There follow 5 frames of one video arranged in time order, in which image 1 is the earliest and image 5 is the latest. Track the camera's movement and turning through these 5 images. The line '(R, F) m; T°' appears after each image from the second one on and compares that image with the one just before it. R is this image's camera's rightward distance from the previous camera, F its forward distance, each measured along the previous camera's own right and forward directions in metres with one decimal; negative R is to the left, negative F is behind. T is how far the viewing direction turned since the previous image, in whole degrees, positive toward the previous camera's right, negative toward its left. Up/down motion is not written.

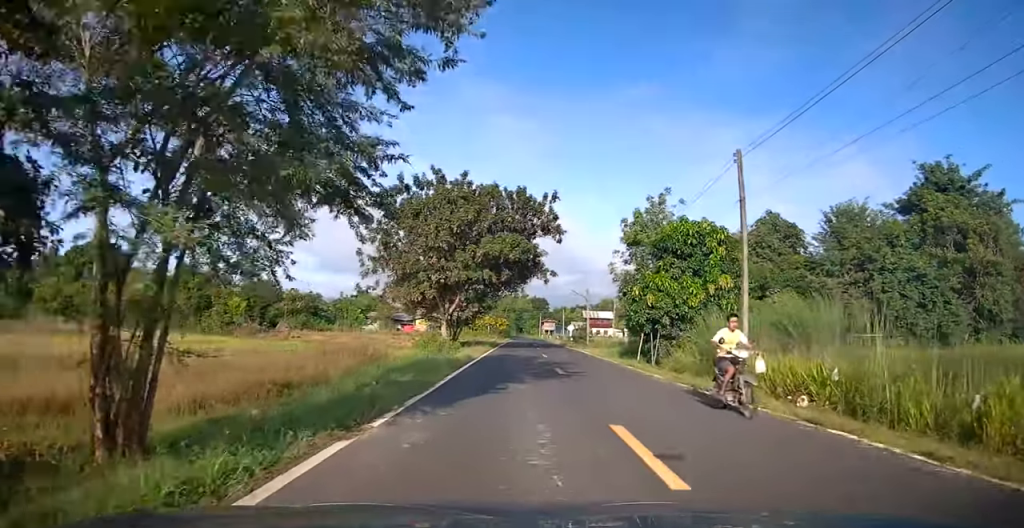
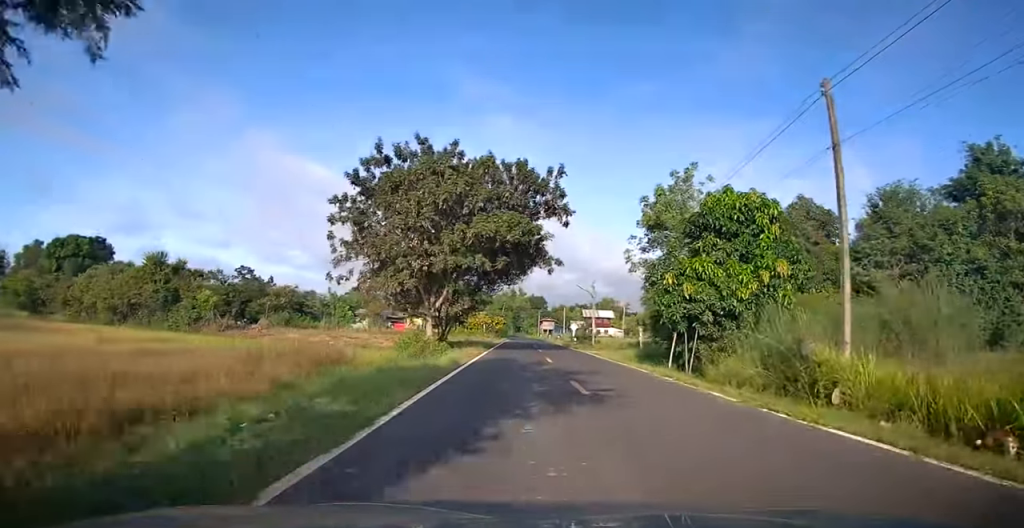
(-0.1, +5.5) m; 0°
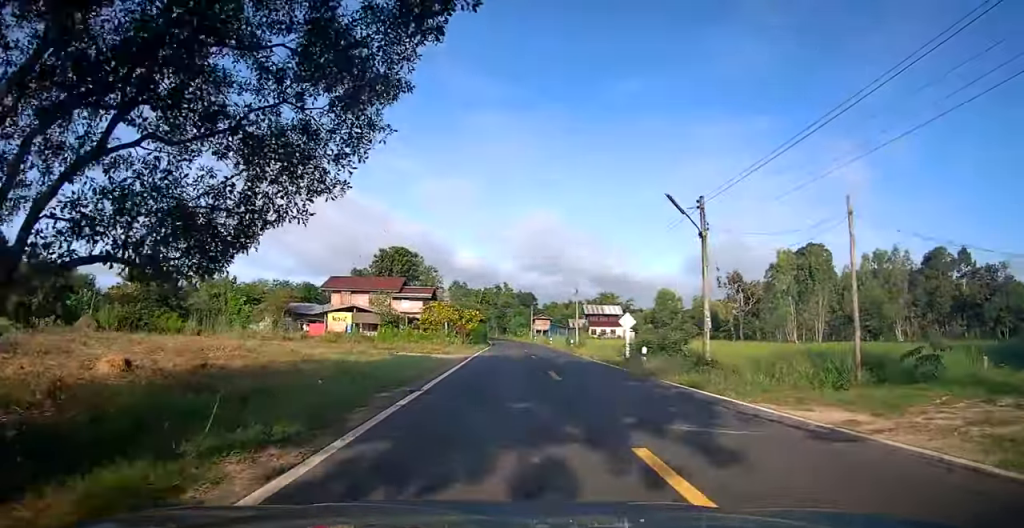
(+0.3, +32.1) m; +1°
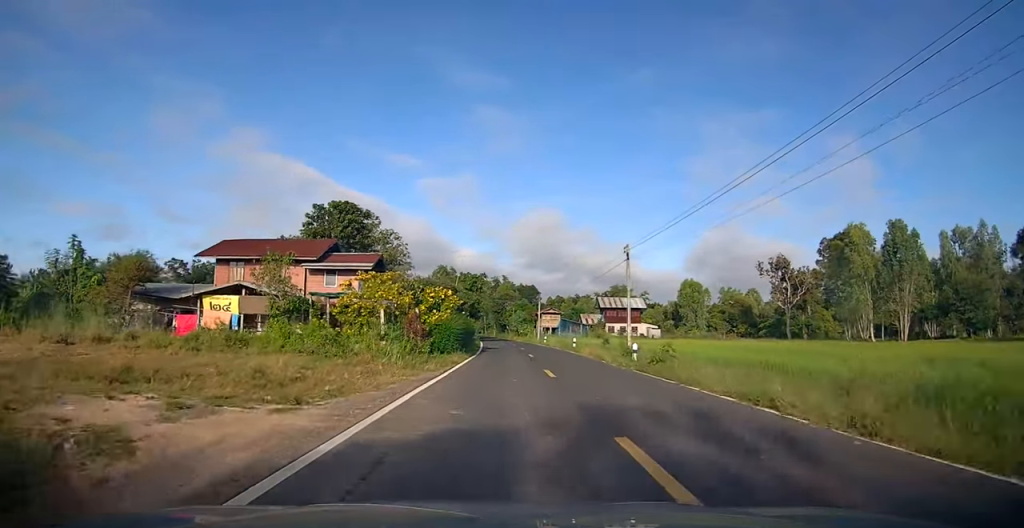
(+0.1, +23.8) m; 0°
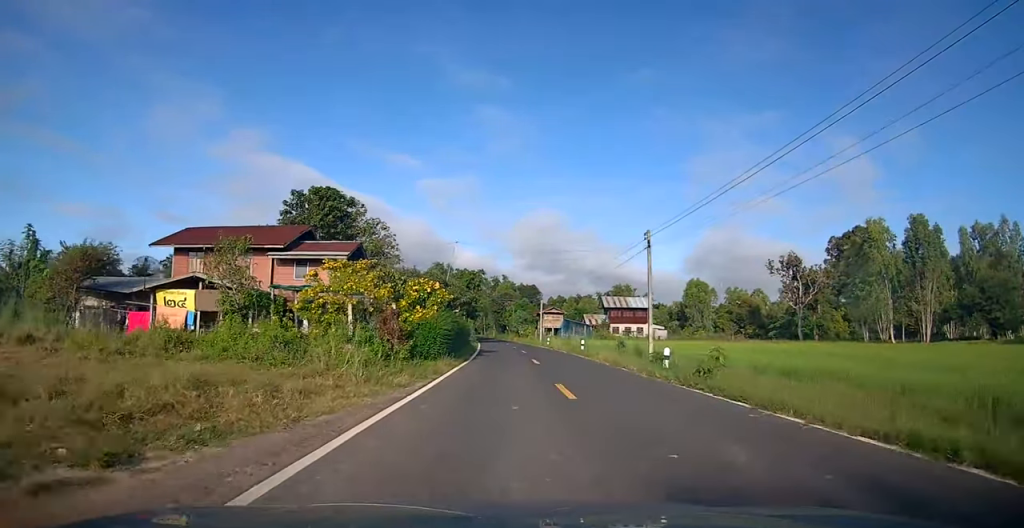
(0.0, +4.8) m; 0°
